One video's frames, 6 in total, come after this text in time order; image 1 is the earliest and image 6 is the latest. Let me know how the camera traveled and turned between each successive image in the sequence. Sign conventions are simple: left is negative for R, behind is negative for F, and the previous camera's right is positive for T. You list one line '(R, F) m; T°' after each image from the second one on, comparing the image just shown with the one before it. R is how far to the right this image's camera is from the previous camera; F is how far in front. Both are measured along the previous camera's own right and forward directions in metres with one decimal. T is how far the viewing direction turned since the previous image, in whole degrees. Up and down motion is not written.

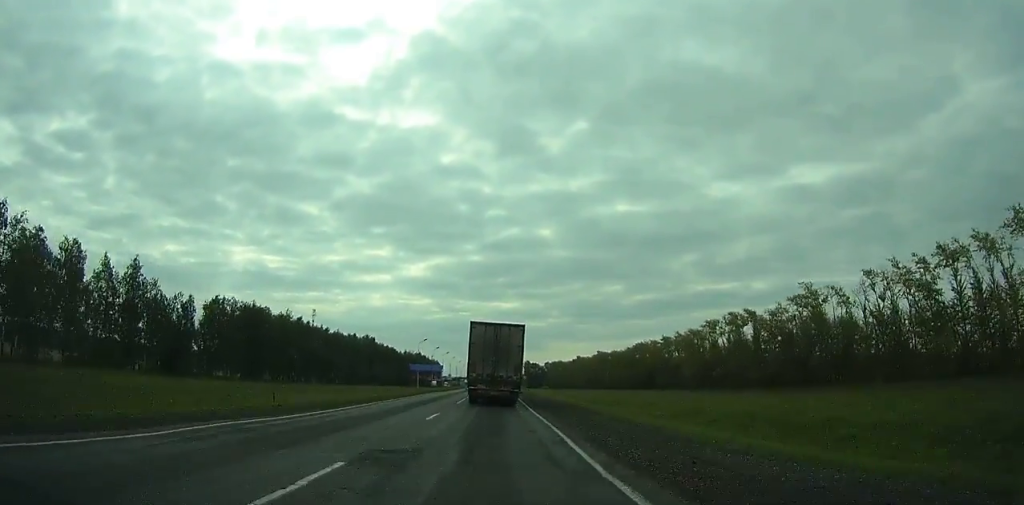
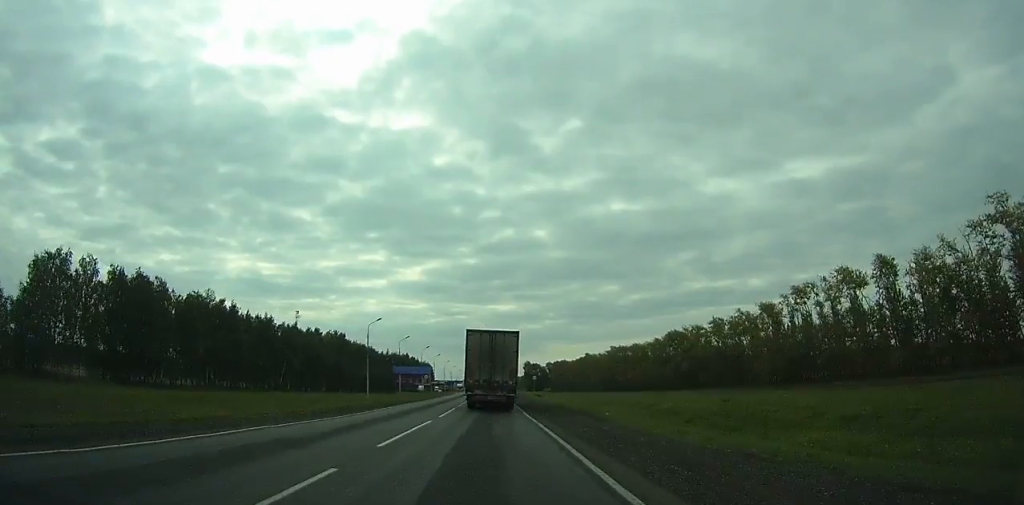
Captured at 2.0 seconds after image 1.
(0.0, +42.6) m; 0°
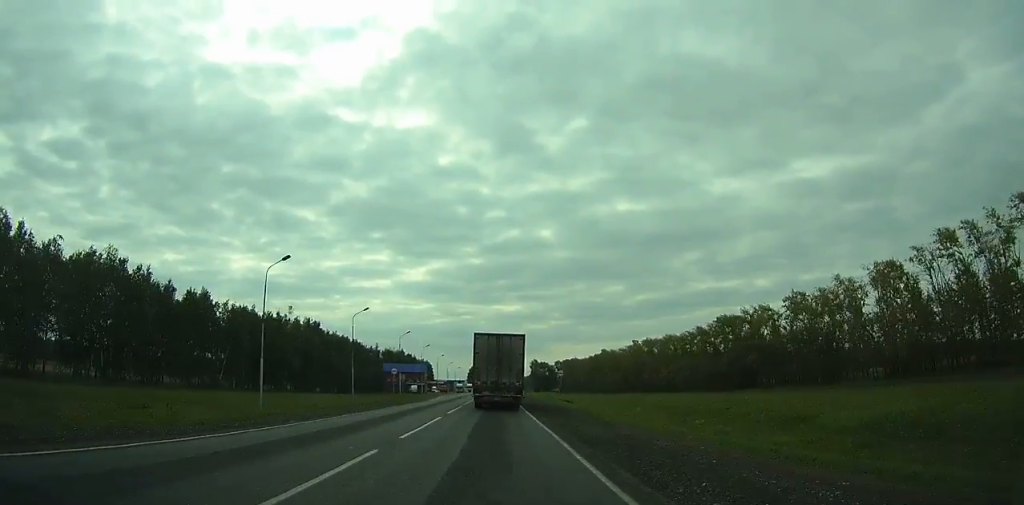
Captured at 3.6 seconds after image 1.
(+0.1, +33.7) m; 0°
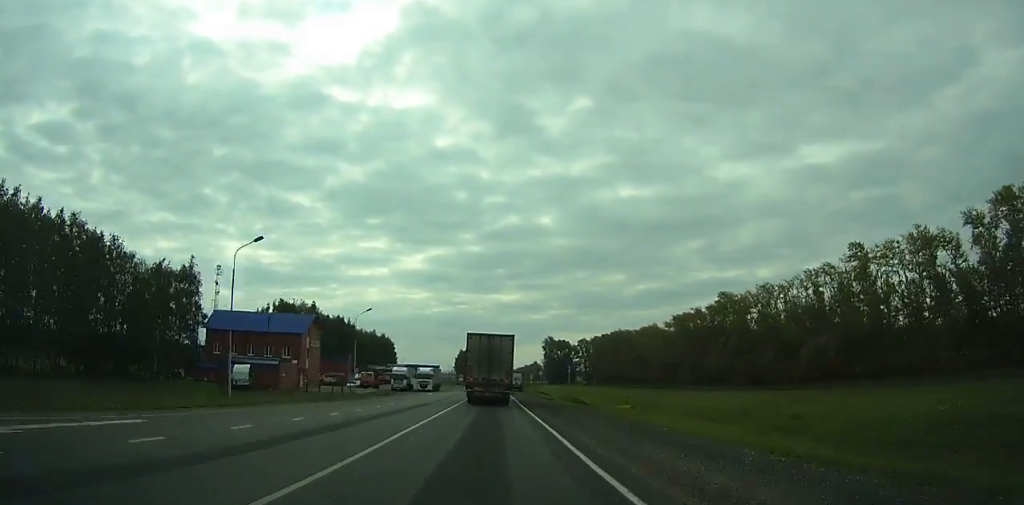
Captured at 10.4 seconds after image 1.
(-0.8, +141.8) m; -1°
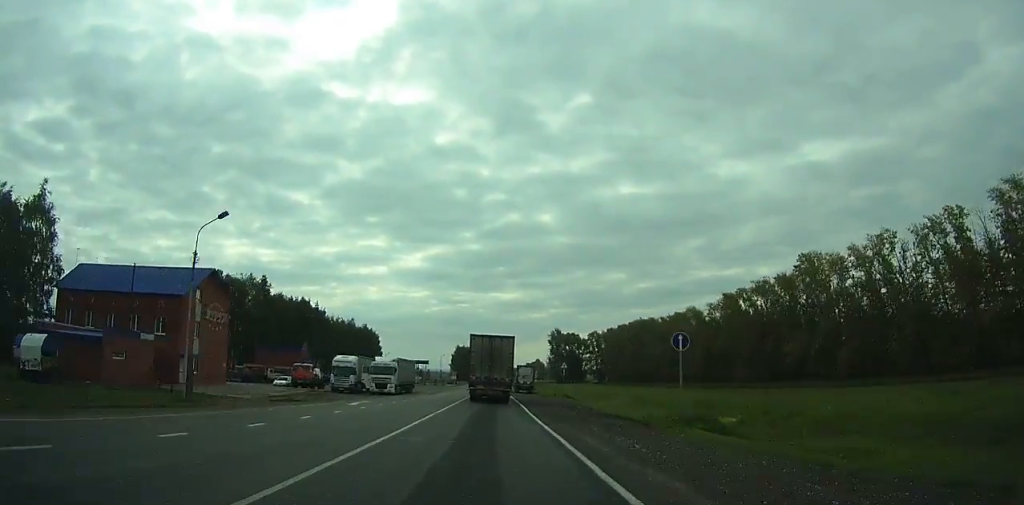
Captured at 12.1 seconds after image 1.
(0.0, +35.1) m; 0°
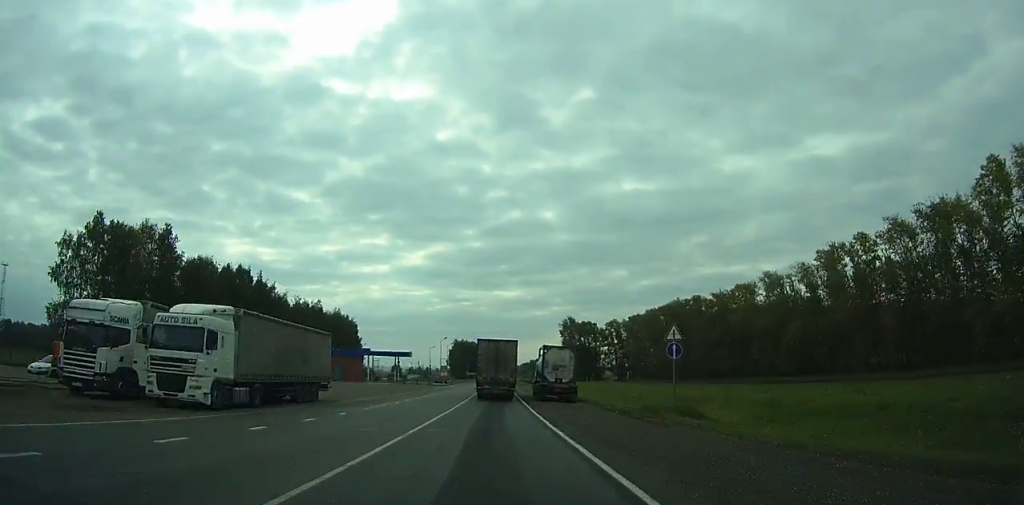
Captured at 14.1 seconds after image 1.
(0.0, +41.1) m; 0°
